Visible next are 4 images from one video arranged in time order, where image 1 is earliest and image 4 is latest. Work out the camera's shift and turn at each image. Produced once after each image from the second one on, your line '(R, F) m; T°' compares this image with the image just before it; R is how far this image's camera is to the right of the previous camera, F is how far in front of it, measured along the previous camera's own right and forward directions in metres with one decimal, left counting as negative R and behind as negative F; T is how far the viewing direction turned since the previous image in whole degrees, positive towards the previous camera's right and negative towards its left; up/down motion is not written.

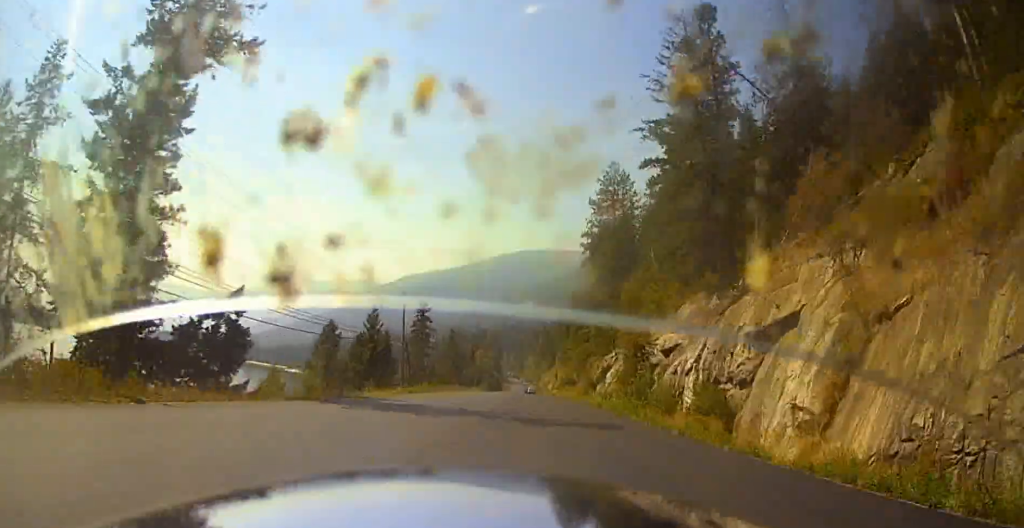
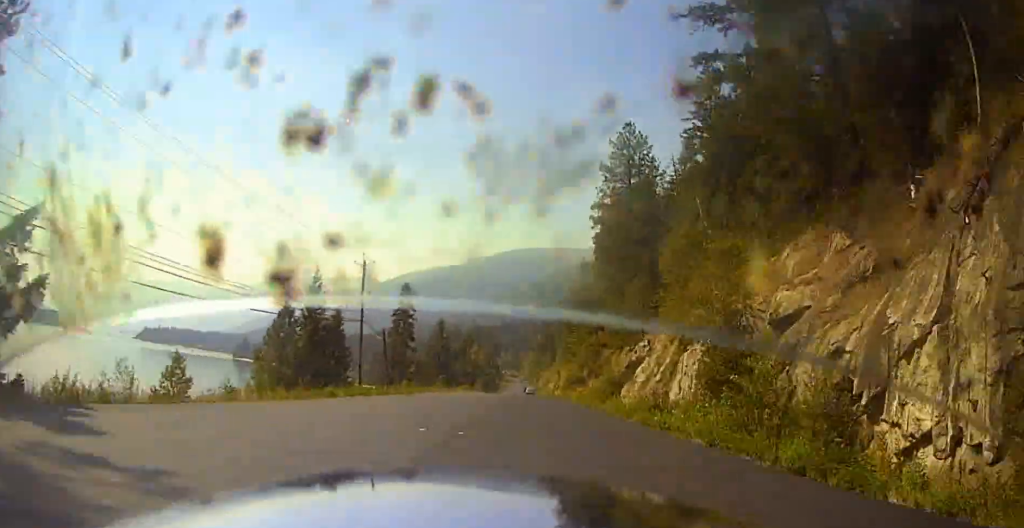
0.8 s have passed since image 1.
(+0.2, +19.4) m; -3°
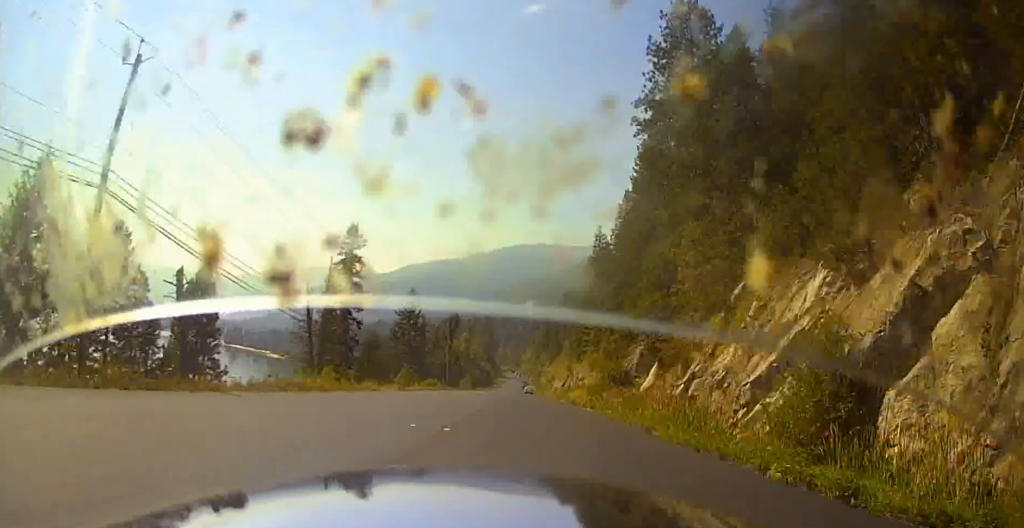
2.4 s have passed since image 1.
(+1.5, +39.5) m; +4°
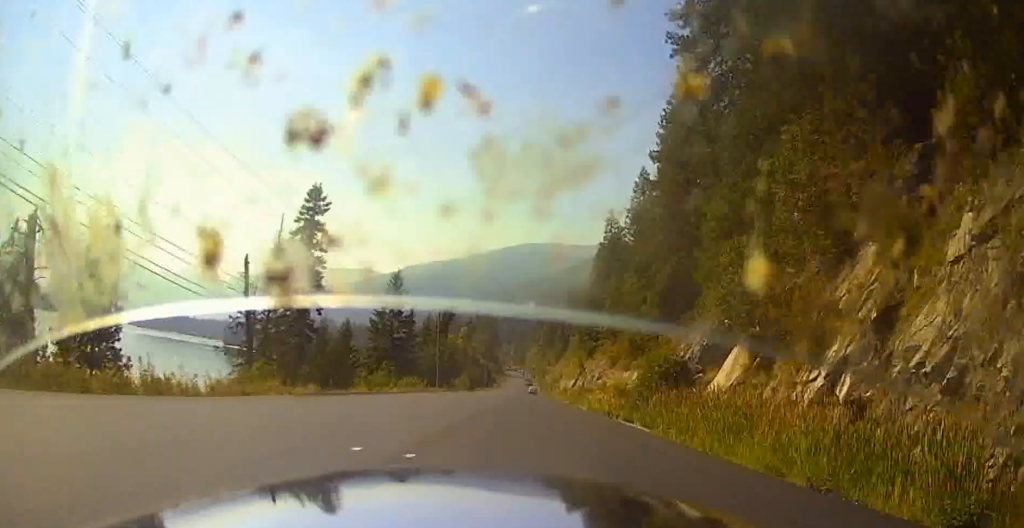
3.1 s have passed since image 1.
(+0.3, +17.4) m; -1°
